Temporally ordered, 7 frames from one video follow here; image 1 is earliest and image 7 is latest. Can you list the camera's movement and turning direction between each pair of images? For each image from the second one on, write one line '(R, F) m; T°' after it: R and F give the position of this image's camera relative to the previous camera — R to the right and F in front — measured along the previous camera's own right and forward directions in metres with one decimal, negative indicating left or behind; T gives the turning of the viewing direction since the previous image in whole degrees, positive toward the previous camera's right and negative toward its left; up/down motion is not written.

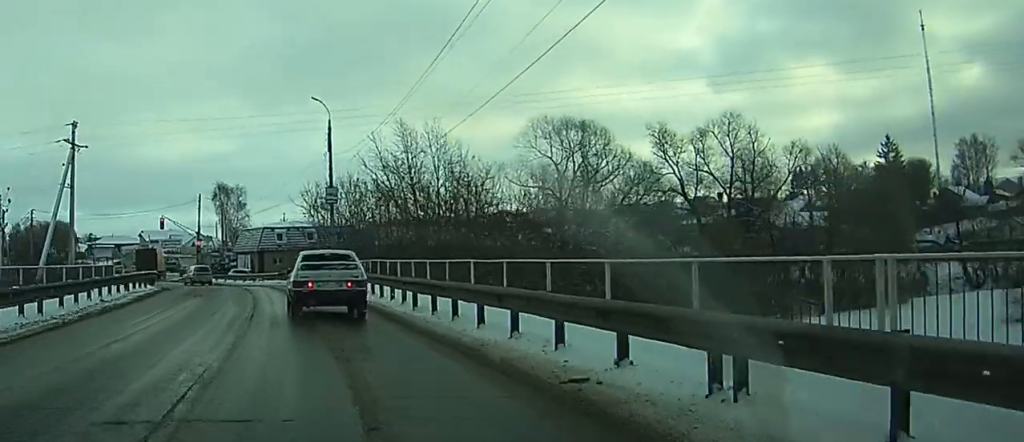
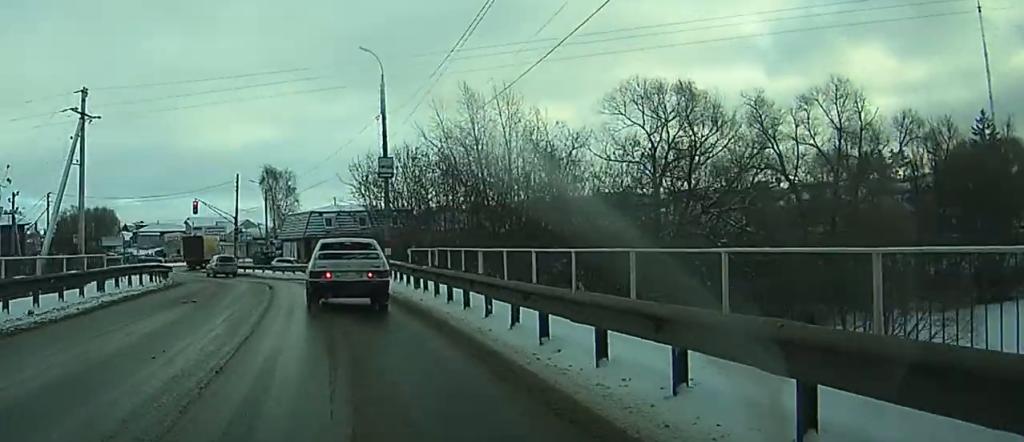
(-0.3, +9.8) m; -2°
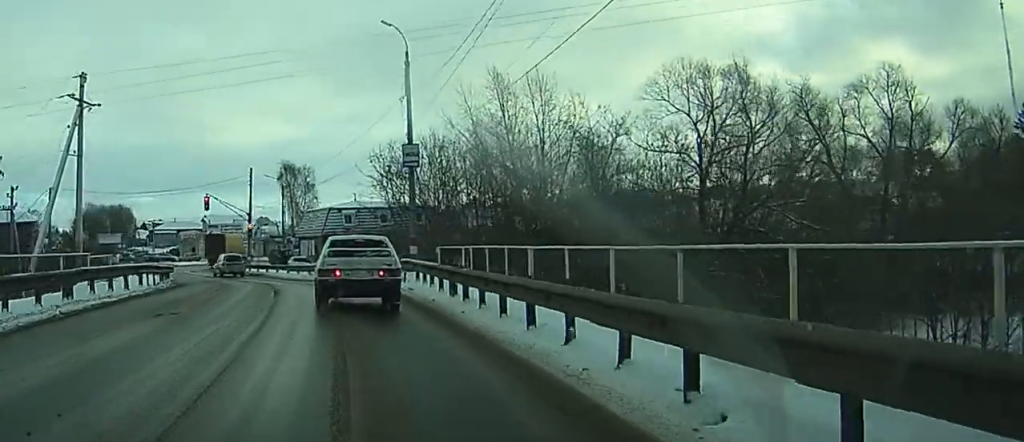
(0.0, +4.3) m; -1°
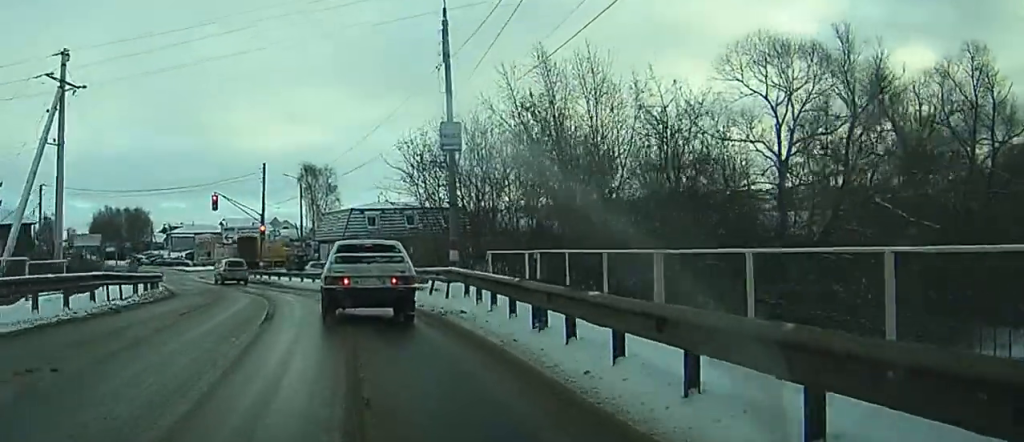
(-0.1, +6.6) m; -1°
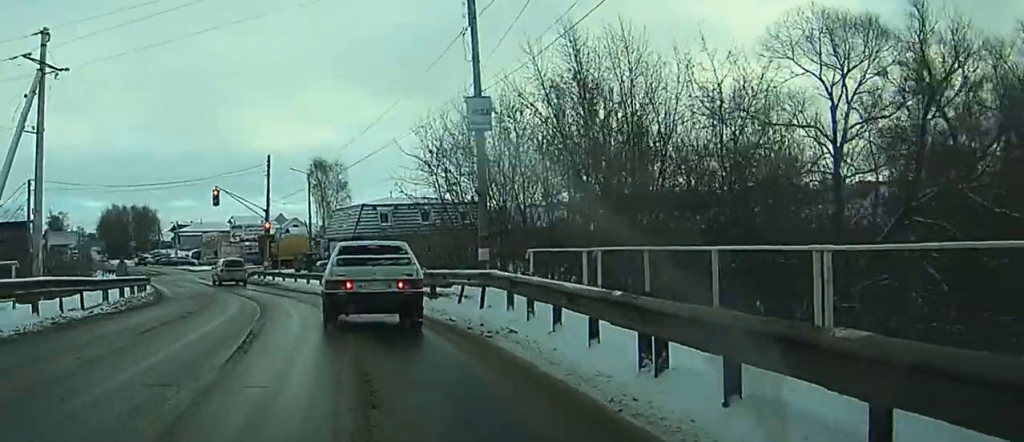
(-0.1, +3.9) m; -1°
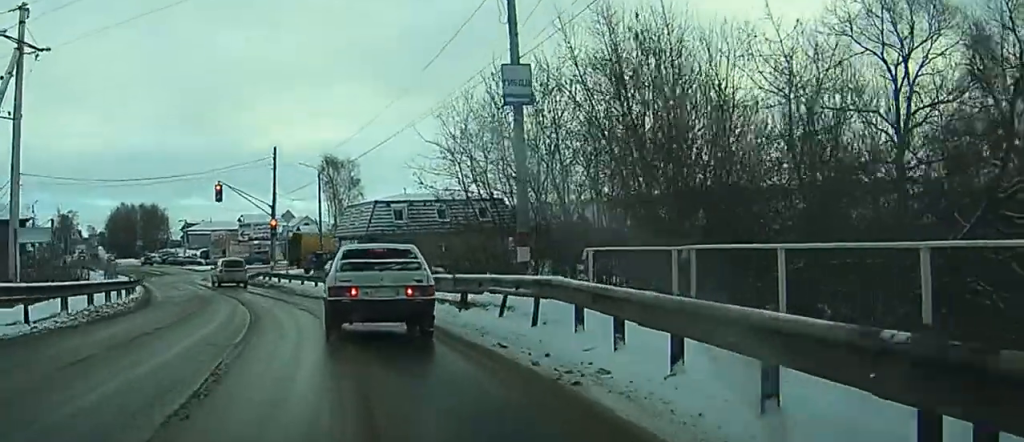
(0.0, +3.5) m; -2°
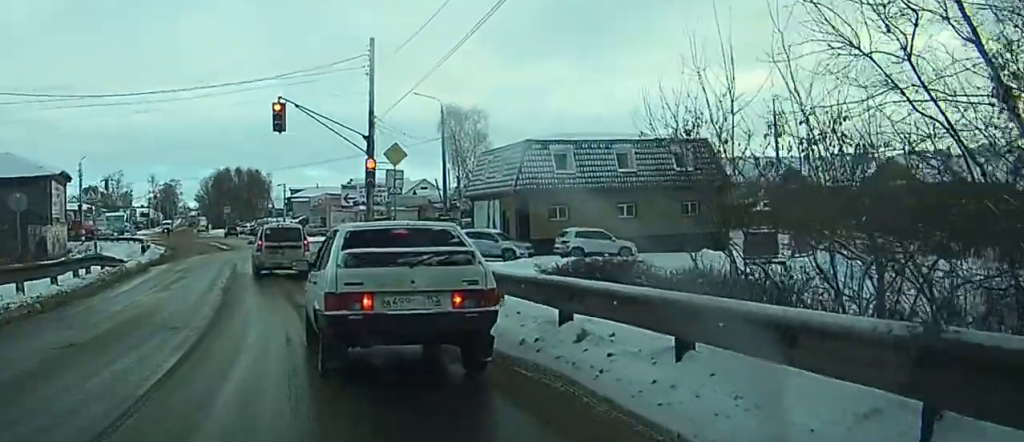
(-2.8, +24.4) m; -9°
